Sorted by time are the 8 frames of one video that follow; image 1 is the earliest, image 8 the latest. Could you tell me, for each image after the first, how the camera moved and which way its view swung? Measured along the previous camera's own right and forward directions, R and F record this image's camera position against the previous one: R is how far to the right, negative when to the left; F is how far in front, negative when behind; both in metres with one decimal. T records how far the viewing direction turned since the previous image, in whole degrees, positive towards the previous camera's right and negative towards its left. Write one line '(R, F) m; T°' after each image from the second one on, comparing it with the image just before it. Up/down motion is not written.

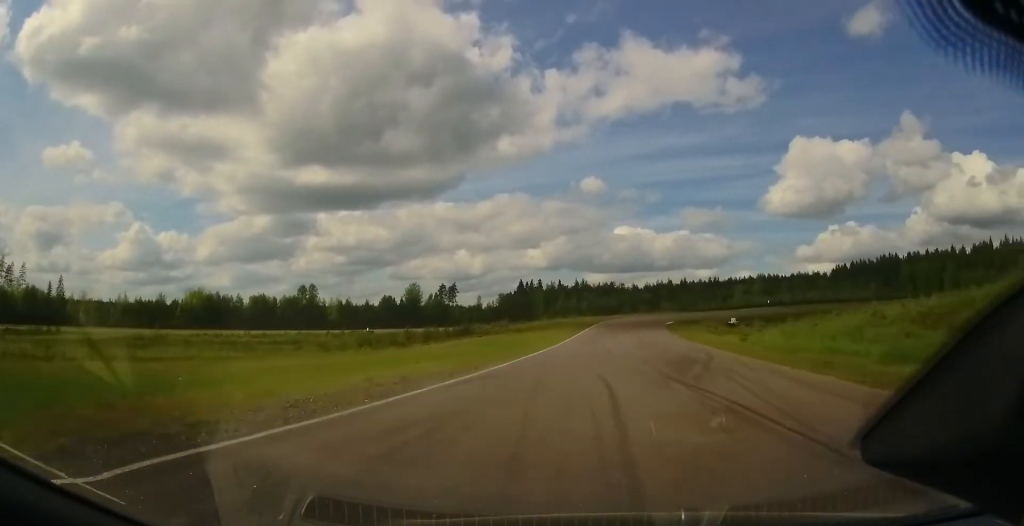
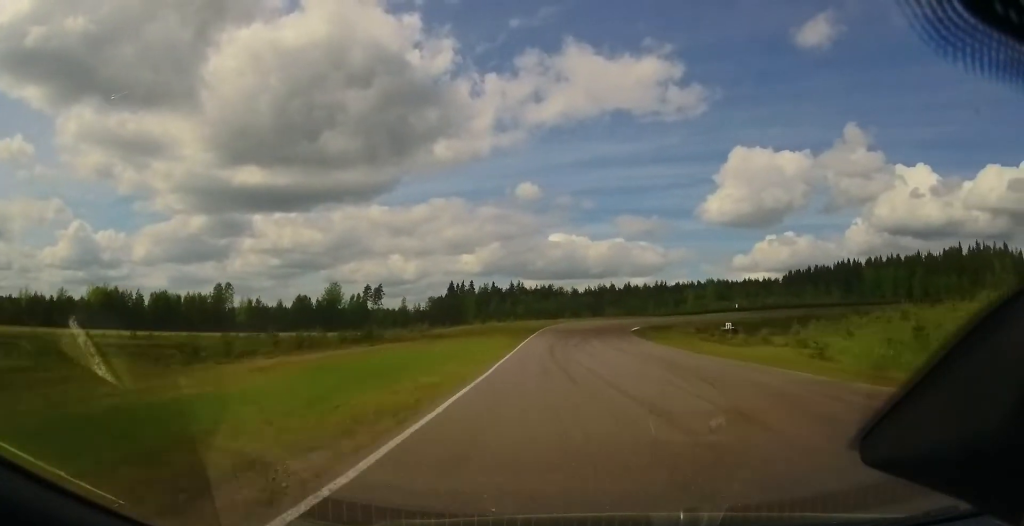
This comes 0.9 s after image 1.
(0.0, +22.3) m; 0°
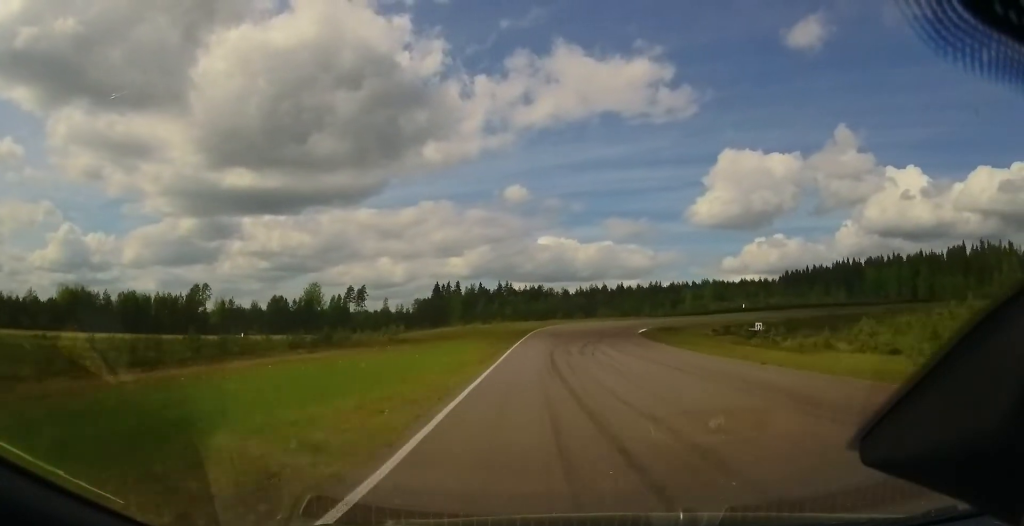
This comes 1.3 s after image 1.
(0.0, +11.0) m; 0°
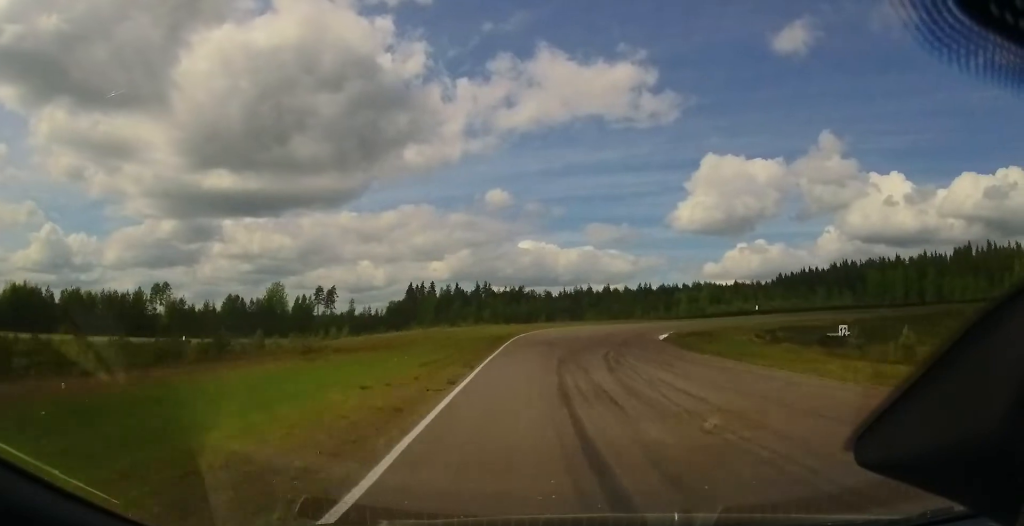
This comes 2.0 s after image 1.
(0.0, +17.6) m; 0°
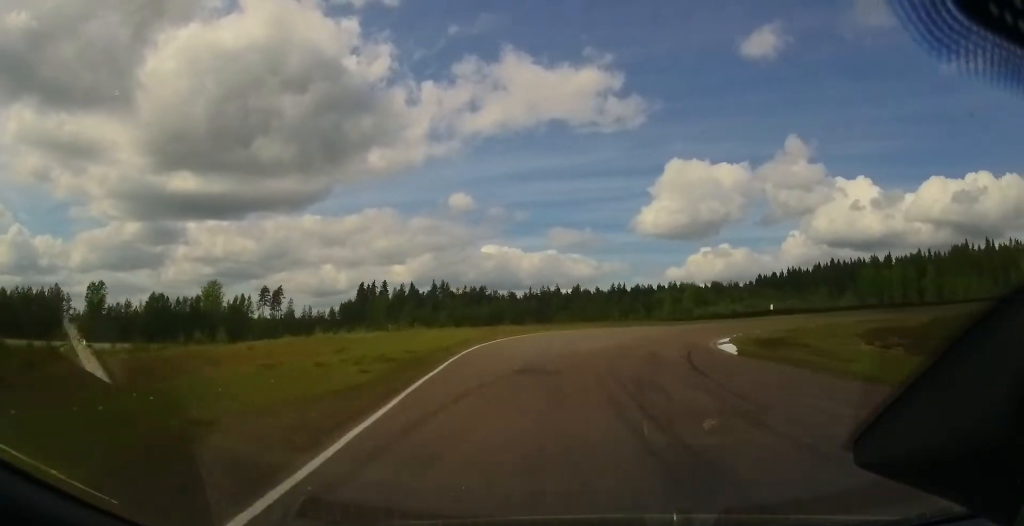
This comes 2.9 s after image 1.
(0.0, +22.4) m; +1°
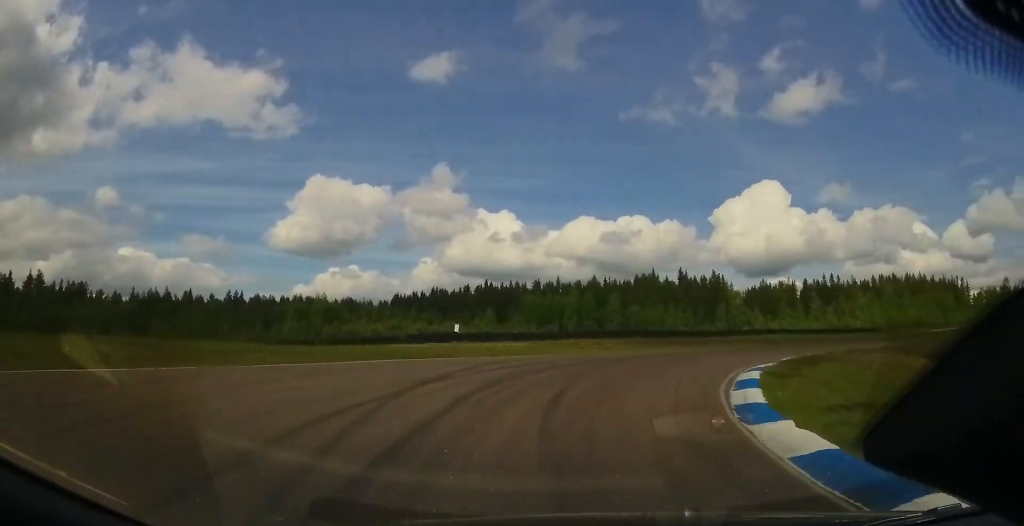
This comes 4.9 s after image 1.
(+5.1, +33.2) m; +54°
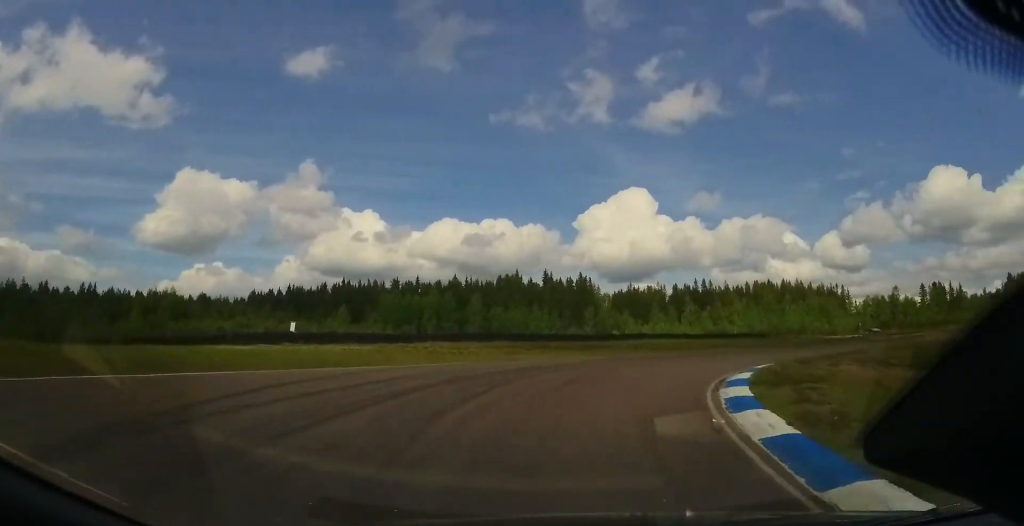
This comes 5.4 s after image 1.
(+4.2, +8.1) m; +23°
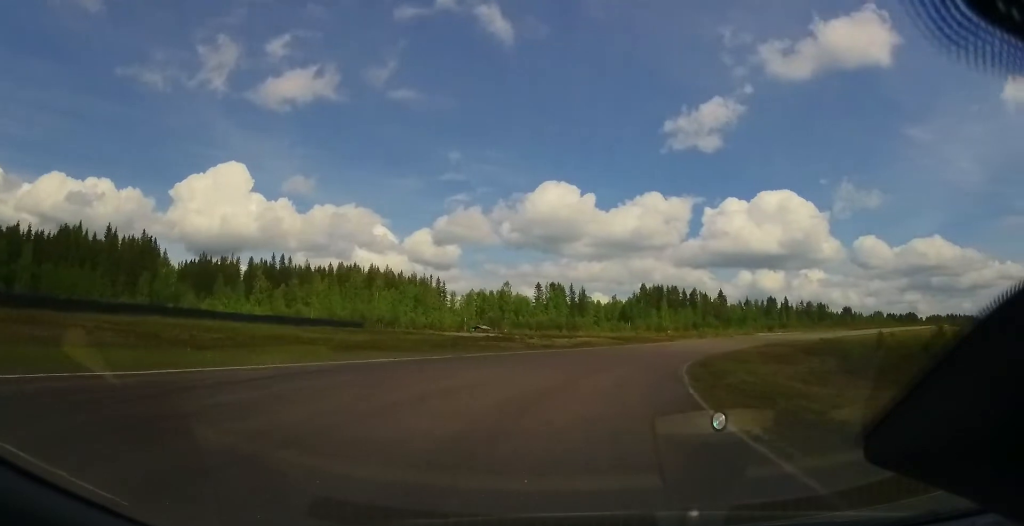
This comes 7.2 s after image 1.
(+14.3, +28.6) m; +42°
